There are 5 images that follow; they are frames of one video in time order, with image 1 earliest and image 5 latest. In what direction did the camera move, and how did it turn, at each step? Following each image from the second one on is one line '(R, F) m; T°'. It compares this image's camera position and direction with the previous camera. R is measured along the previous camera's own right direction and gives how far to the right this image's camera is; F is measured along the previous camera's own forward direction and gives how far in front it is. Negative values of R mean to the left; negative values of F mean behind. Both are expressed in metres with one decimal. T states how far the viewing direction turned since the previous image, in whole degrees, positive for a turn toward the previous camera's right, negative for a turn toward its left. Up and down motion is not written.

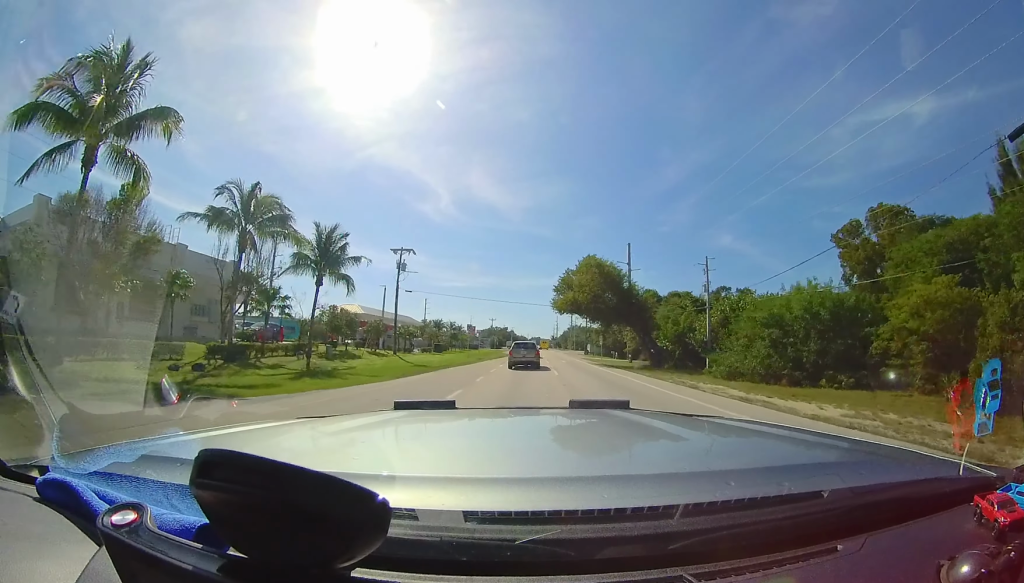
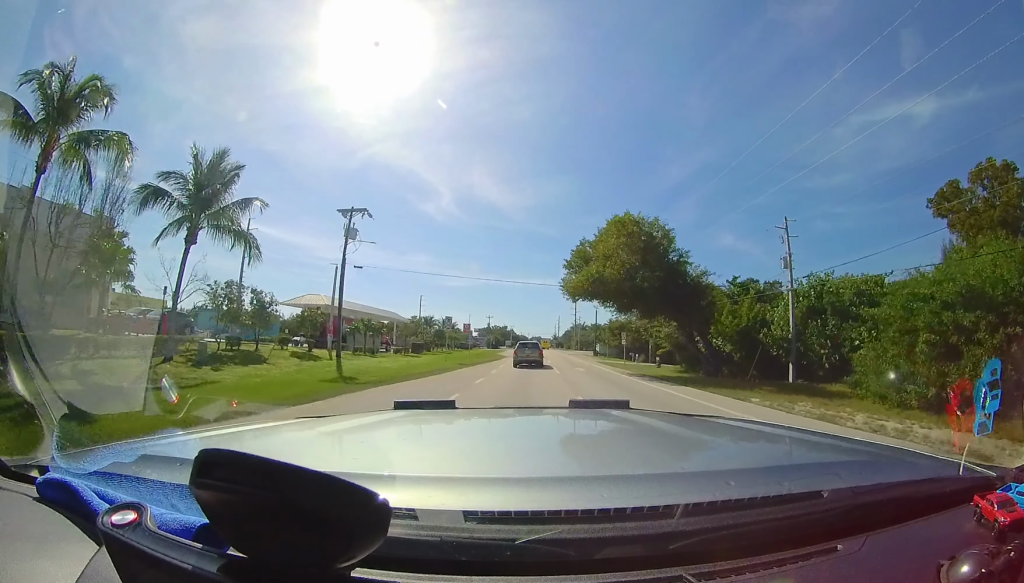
(-0.2, +11.4) m; -3°
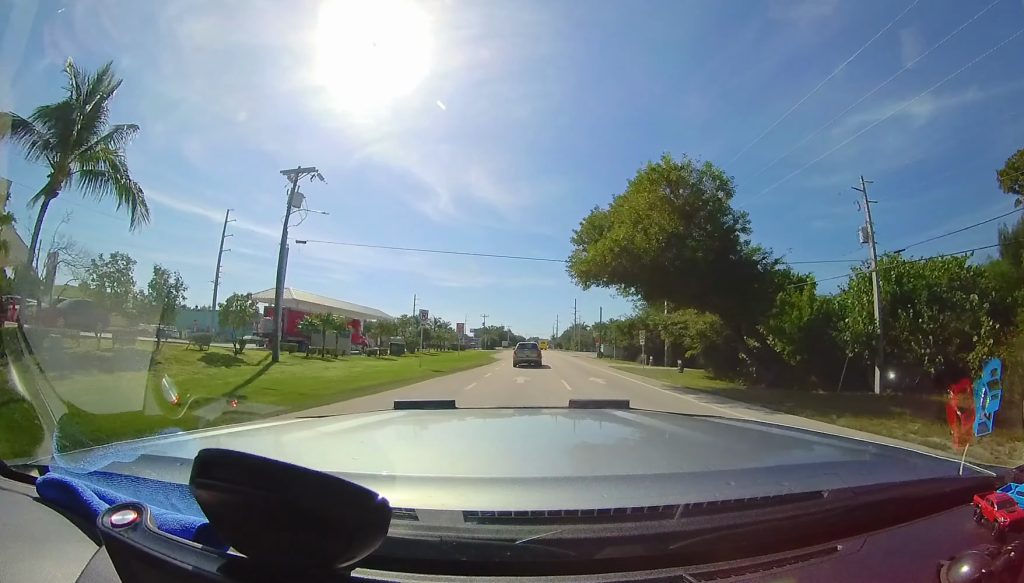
(-0.3, +6.7) m; 0°
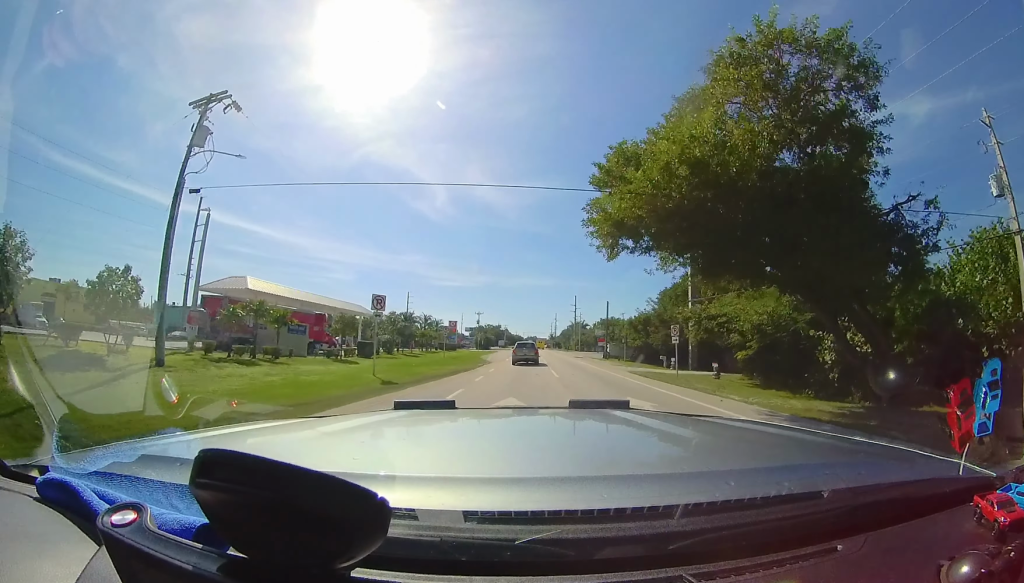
(+0.2, +7.1) m; 0°
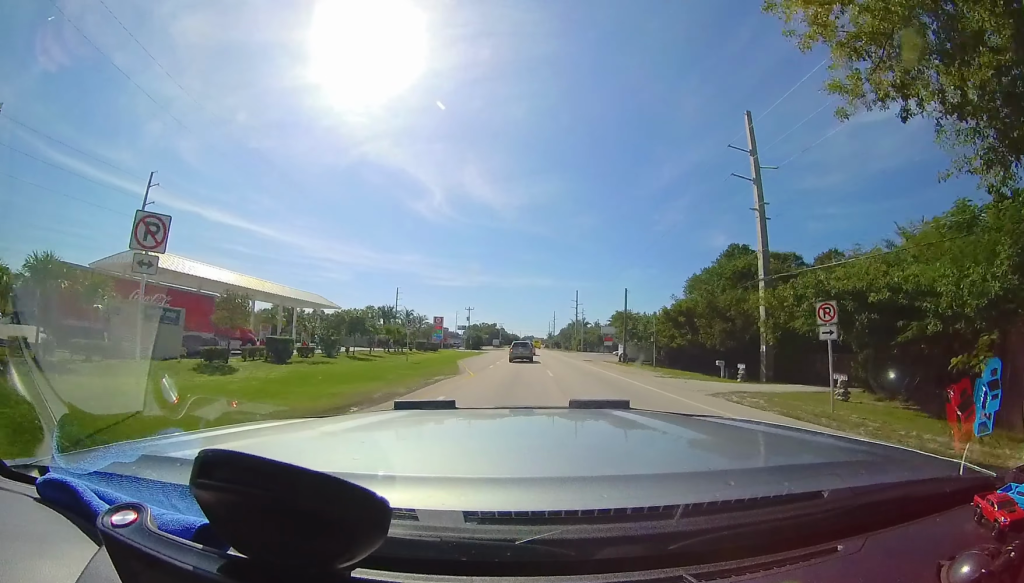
(-0.1, +12.0) m; -1°
